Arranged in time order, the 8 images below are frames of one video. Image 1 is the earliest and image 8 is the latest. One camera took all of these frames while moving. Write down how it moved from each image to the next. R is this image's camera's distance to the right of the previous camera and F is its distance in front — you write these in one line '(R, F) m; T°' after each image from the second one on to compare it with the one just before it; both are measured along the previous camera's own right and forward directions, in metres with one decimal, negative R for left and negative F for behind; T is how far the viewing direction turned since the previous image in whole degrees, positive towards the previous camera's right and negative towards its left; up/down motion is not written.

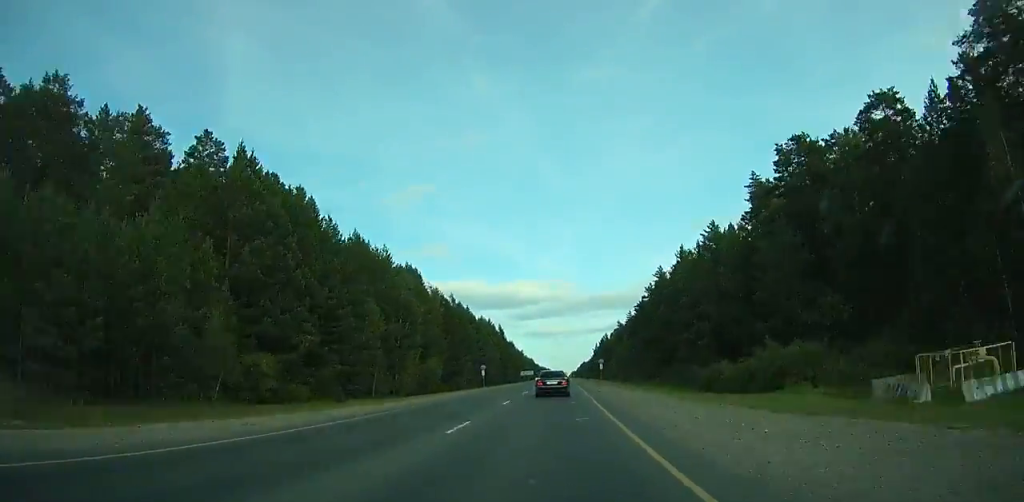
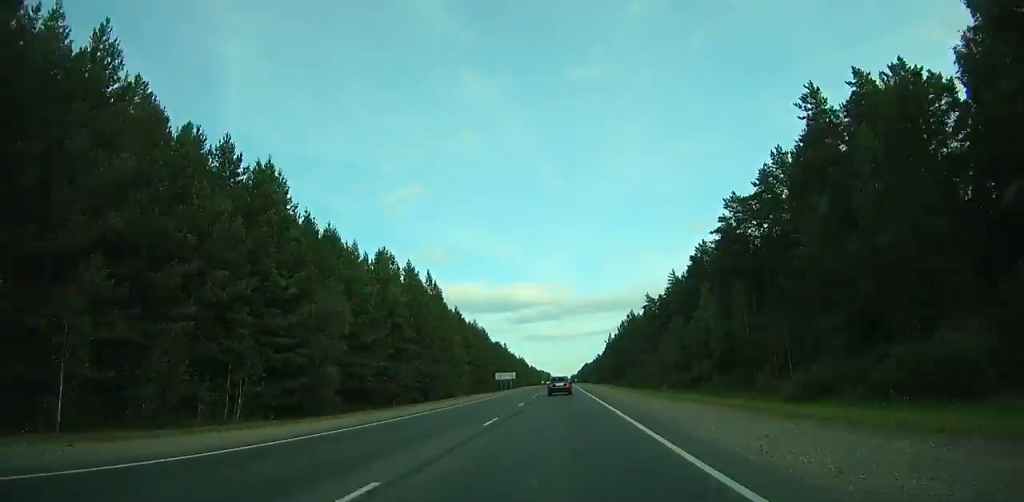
(+0.1, +94.1) m; 0°
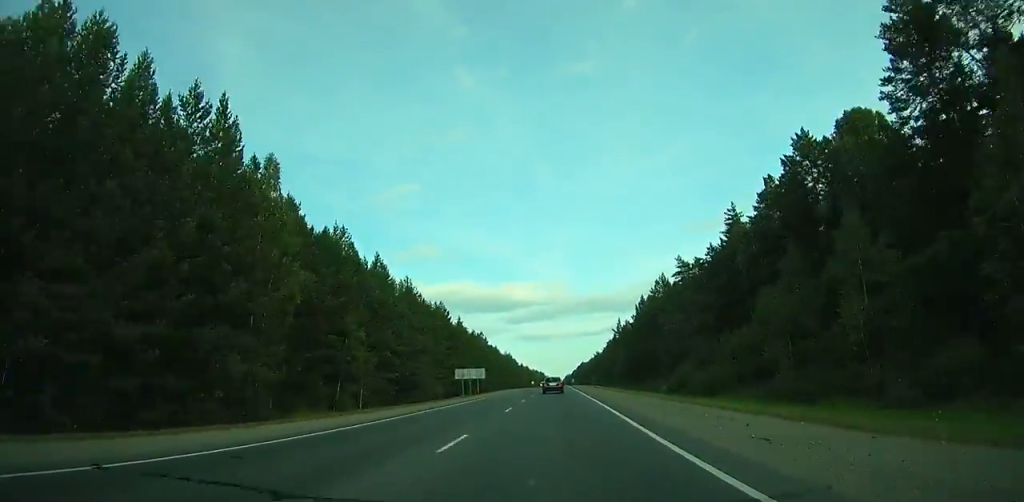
(0.0, +53.1) m; 0°
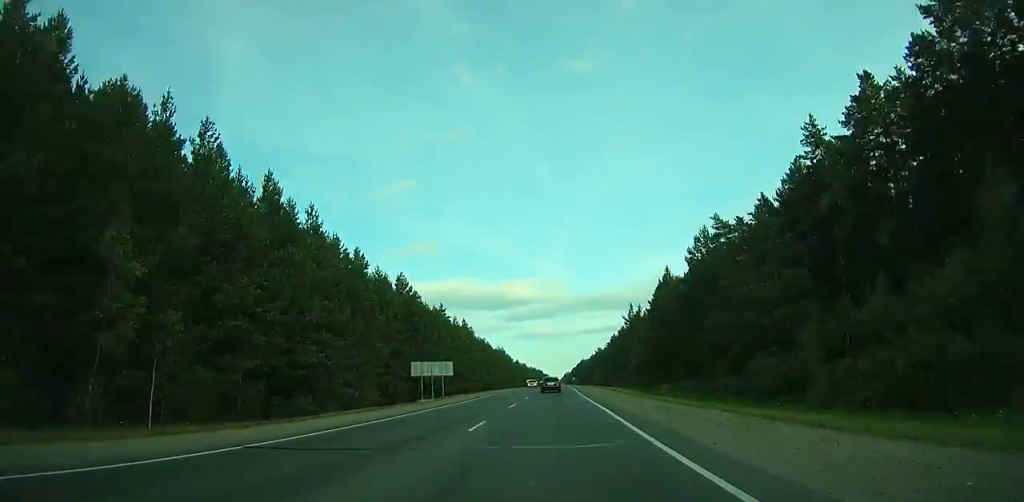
(+0.1, +31.6) m; 0°
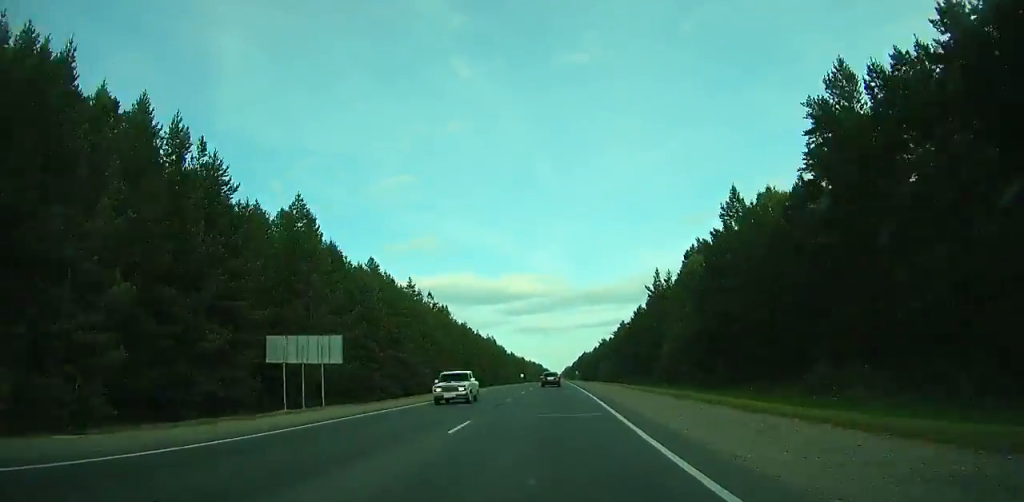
(+0.1, +36.9) m; 0°
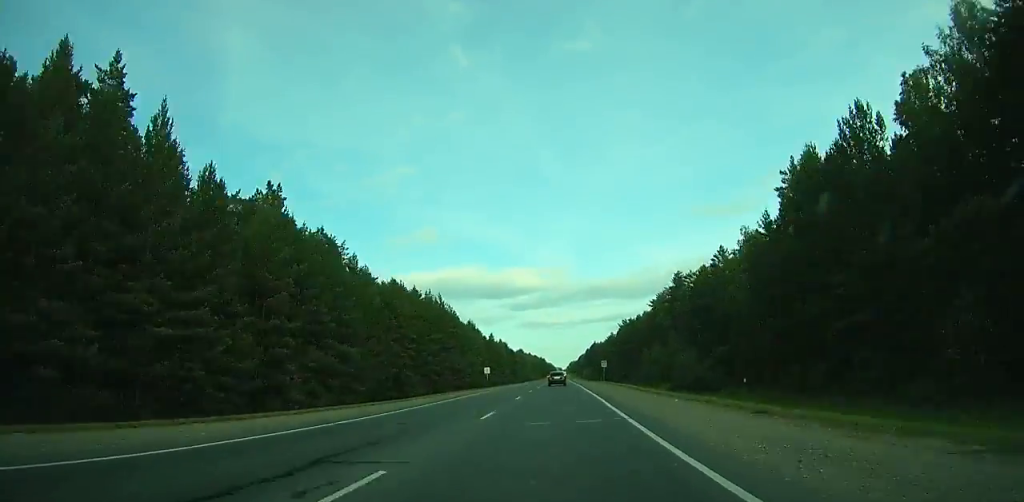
(+0.1, +103.9) m; 0°
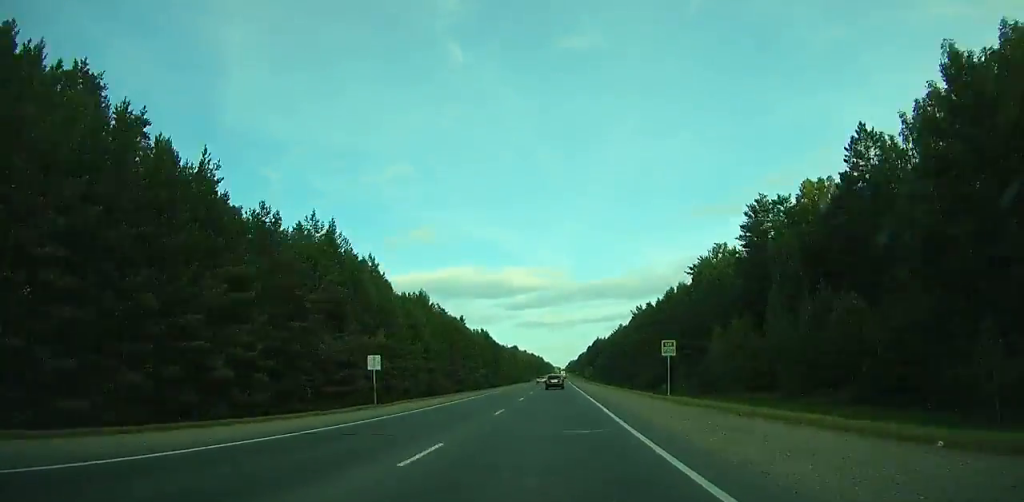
(+0.4, +56.8) m; 0°
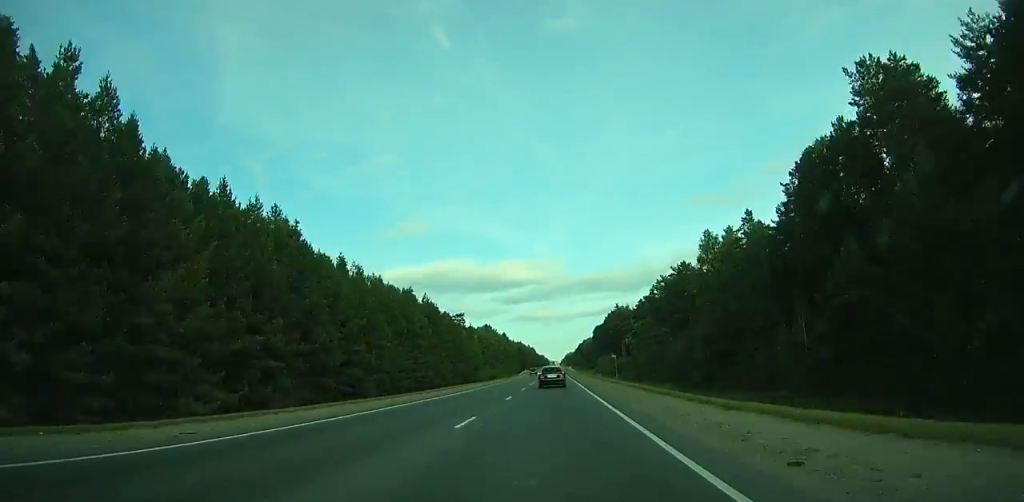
(-0.3, +175.0) m; 0°
